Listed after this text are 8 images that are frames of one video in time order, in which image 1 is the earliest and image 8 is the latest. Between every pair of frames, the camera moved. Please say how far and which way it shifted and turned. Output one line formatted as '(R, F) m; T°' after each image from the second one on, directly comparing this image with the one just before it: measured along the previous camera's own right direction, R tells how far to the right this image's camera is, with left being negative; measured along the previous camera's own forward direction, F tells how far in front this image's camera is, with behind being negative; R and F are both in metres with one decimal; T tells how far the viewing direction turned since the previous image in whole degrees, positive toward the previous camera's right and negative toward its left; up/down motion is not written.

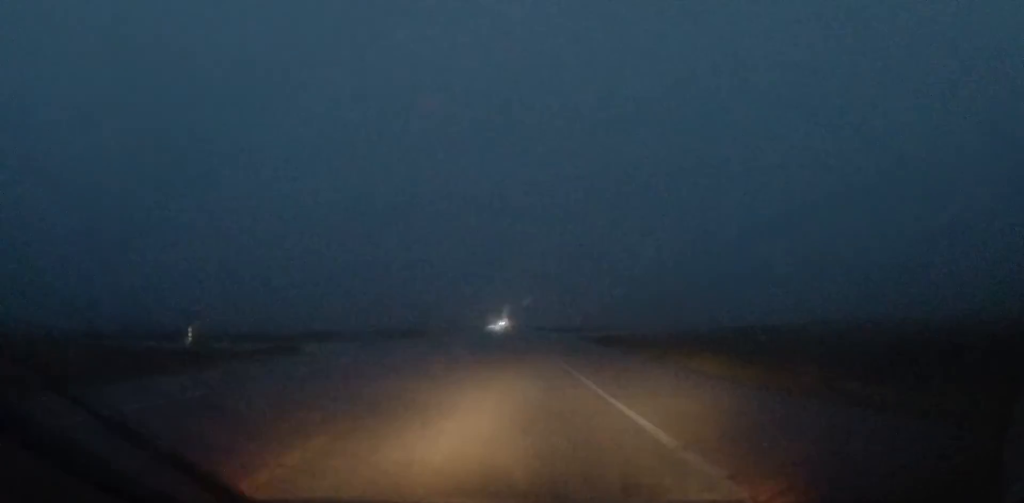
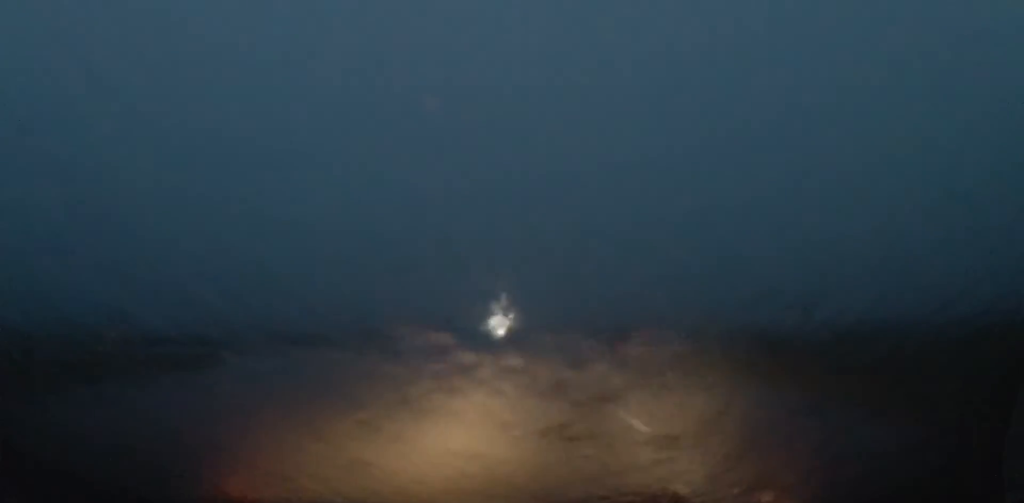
(0.0, +8.5) m; 0°
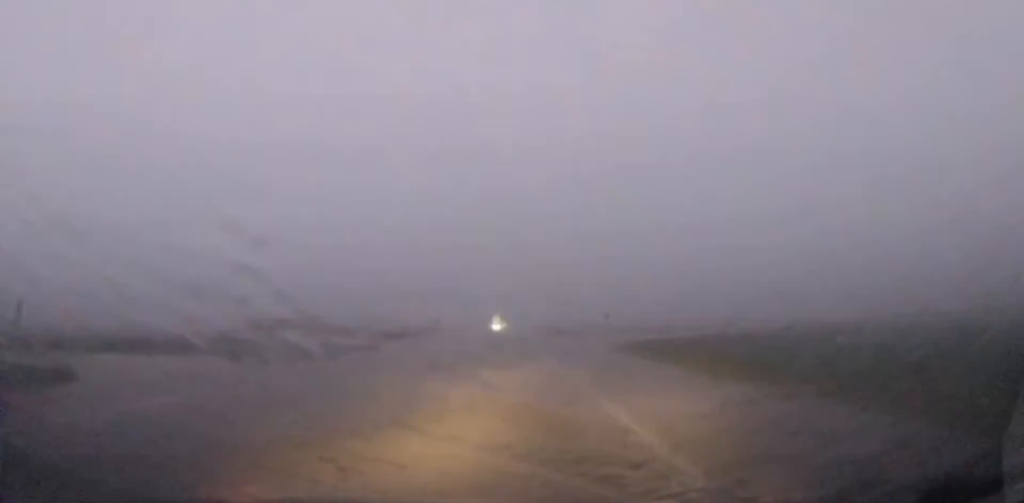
(0.0, +9.7) m; 0°
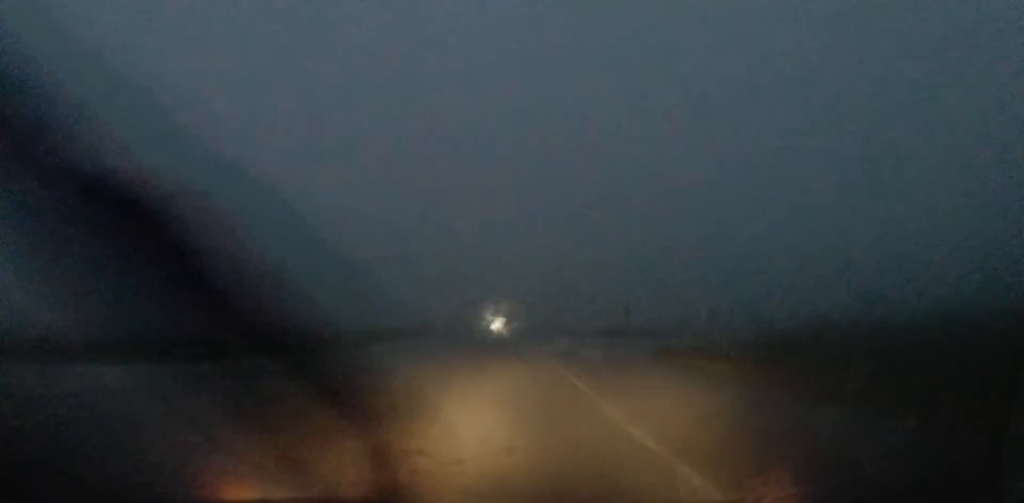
(-0.1, +10.4) m; 0°
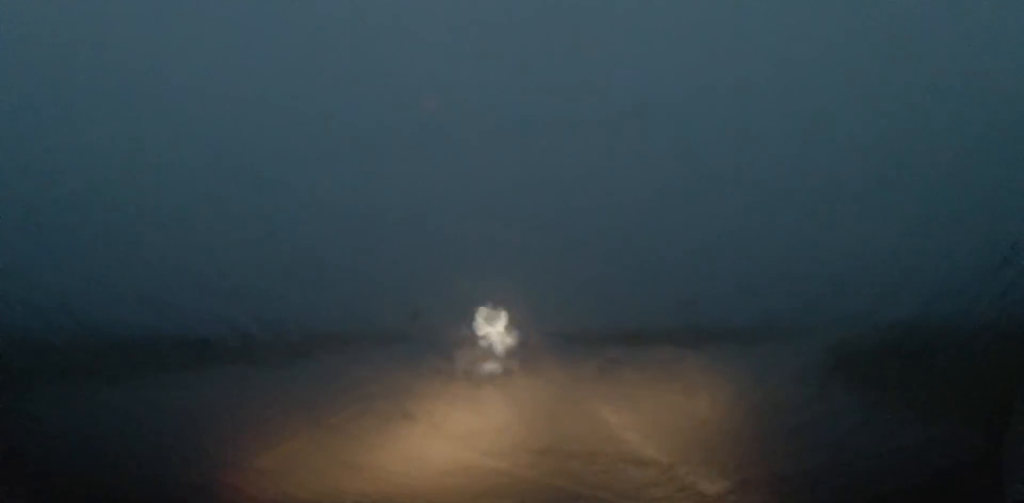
(0.0, +18.2) m; 0°
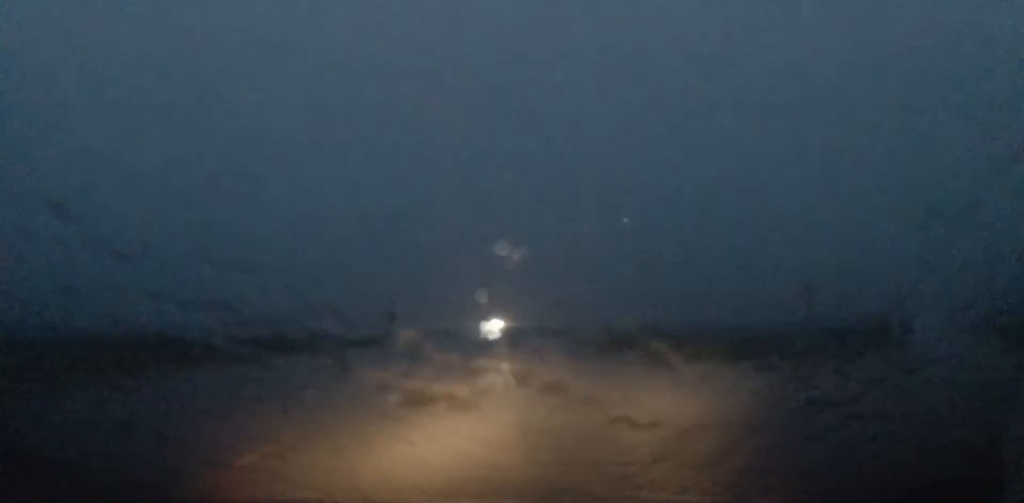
(0.0, +13.0) m; 0°
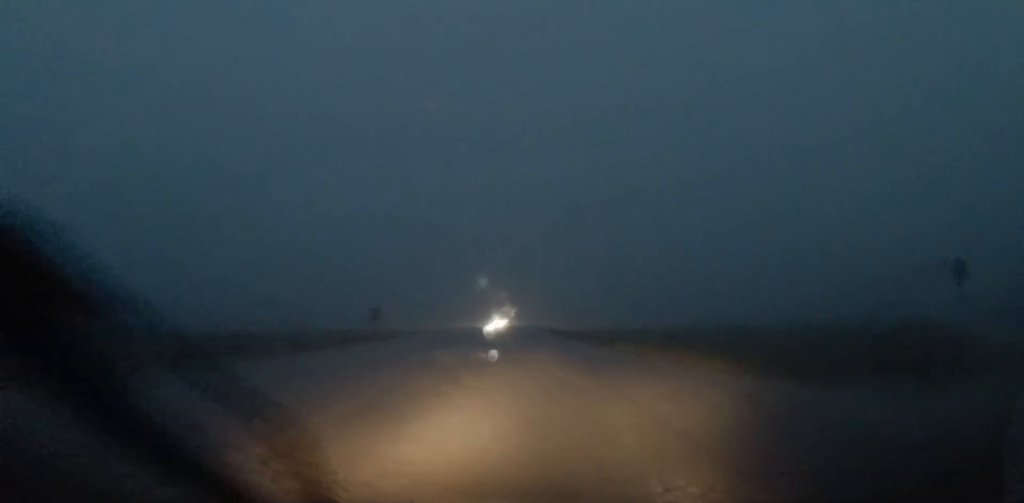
(0.0, +8.3) m; 0°
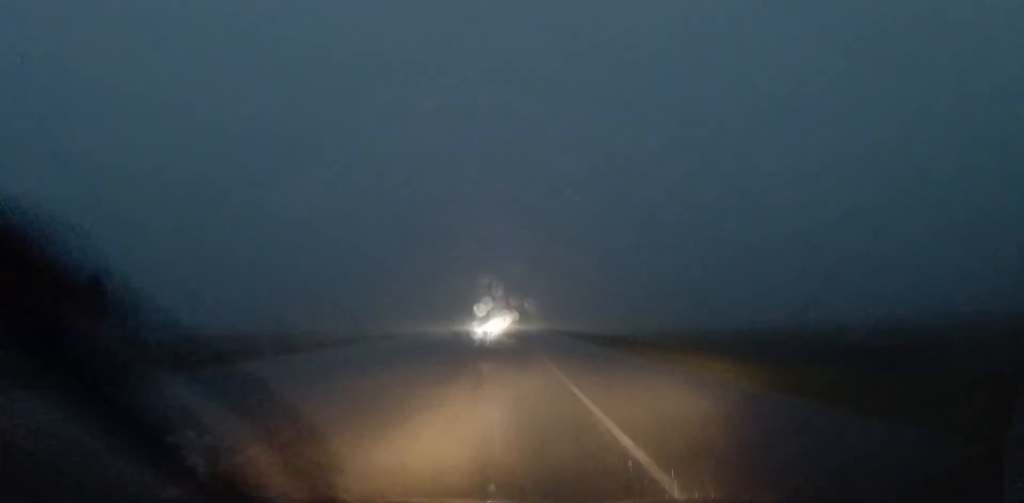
(0.0, +40.1) m; 0°
